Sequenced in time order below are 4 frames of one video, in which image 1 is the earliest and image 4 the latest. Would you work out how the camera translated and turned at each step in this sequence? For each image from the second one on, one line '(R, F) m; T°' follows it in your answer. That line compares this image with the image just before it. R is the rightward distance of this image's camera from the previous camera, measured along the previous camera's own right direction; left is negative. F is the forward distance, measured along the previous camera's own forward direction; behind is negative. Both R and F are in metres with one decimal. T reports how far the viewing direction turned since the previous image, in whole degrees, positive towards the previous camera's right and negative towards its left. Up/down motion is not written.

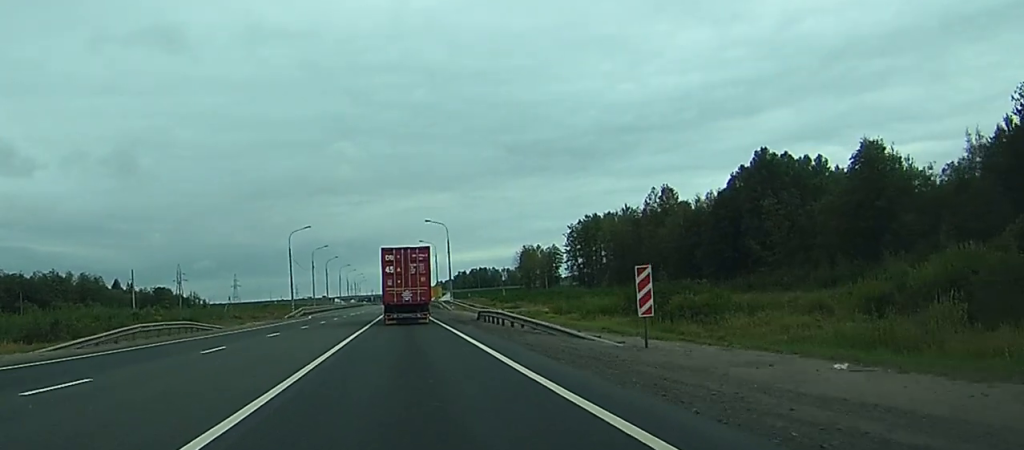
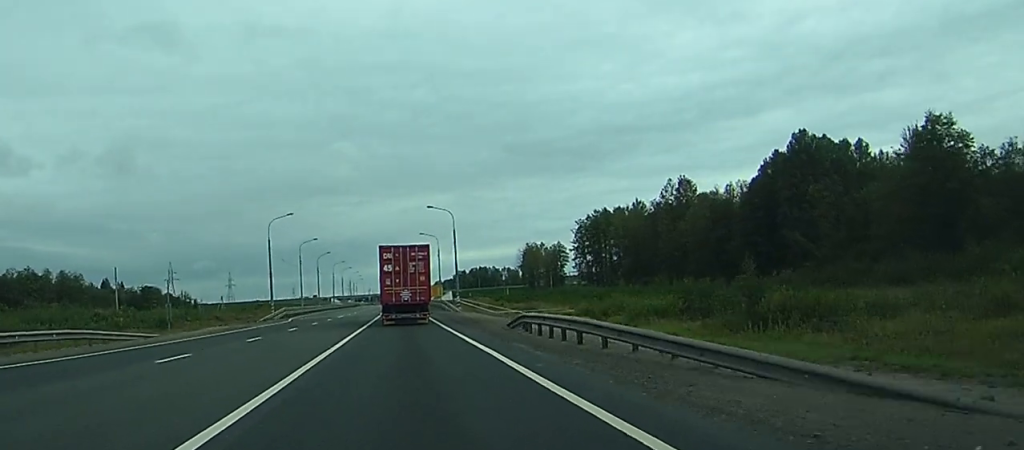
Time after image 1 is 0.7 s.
(0.0, +16.4) m; 0°
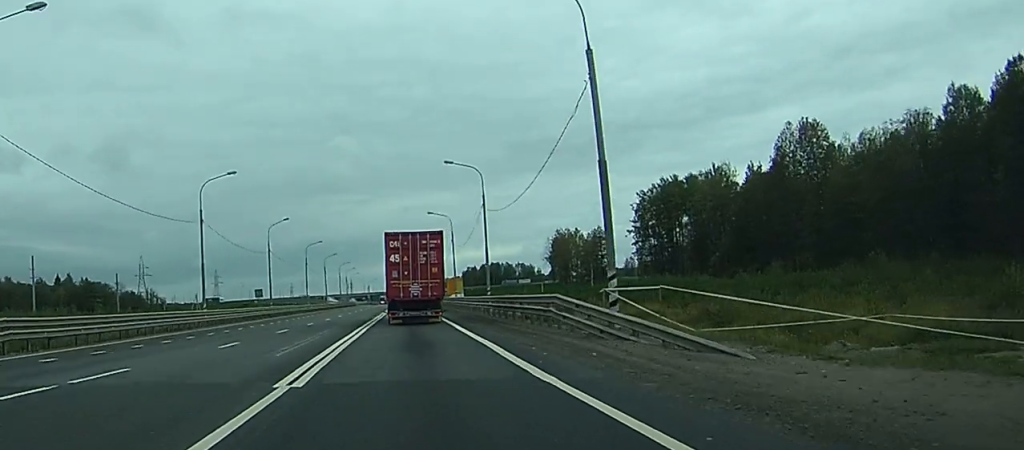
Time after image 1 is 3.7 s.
(-0.7, +69.3) m; -1°
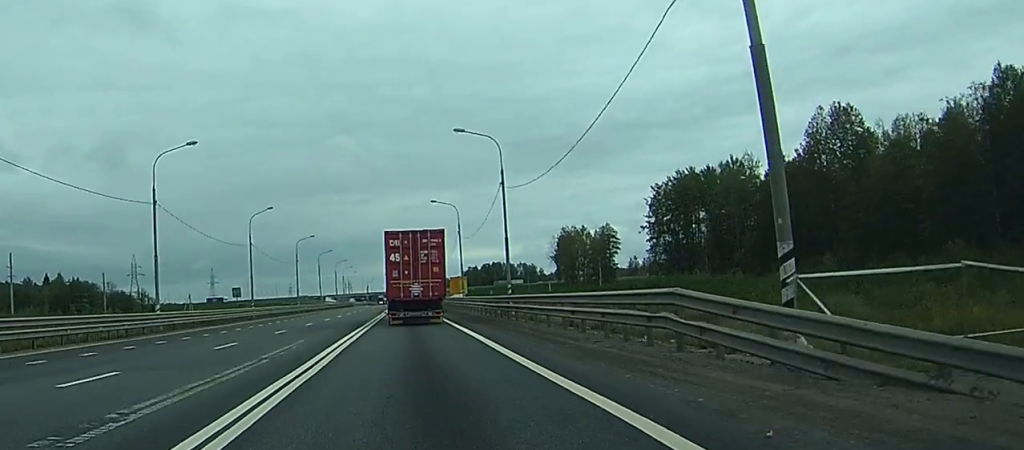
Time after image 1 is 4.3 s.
(0.0, +12.8) m; 0°
